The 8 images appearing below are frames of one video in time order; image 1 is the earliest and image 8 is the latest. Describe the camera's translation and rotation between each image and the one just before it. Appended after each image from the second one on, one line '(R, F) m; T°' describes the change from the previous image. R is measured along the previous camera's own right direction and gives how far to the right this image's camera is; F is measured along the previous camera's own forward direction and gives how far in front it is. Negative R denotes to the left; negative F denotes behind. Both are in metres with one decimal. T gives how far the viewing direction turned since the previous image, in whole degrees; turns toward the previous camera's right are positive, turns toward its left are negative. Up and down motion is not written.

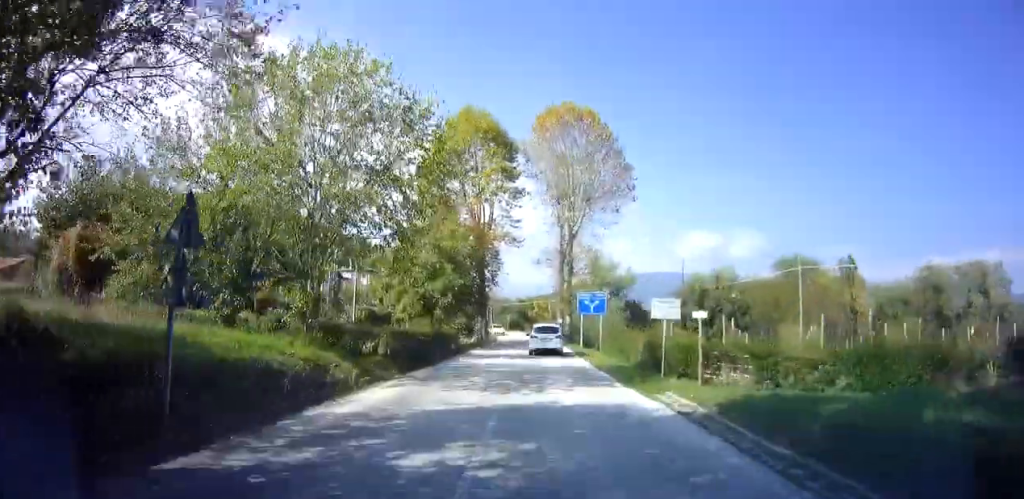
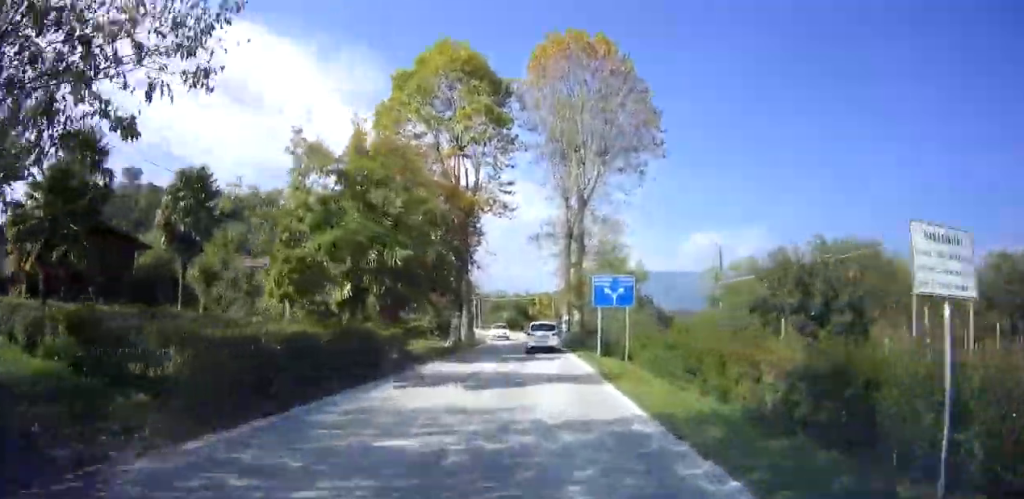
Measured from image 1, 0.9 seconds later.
(-0.2, +11.3) m; -1°
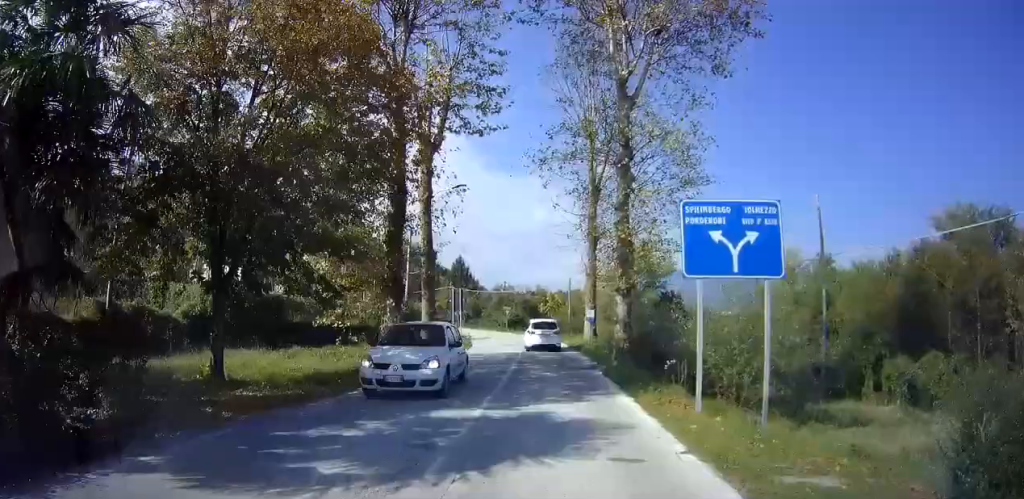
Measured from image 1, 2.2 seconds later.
(-0.2, +15.1) m; -1°
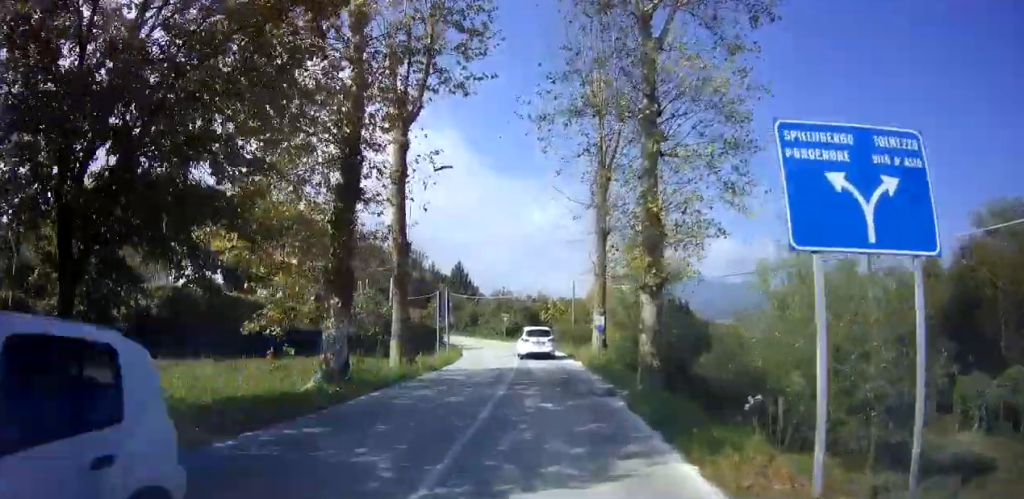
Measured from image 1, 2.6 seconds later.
(0.0, +4.8) m; -1°
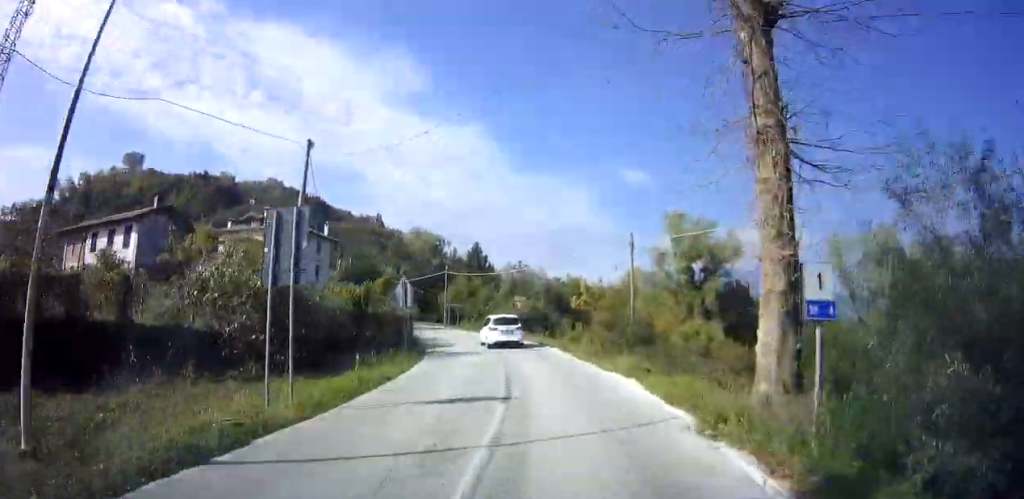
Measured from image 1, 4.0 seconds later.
(-0.6, +17.2) m; -5°
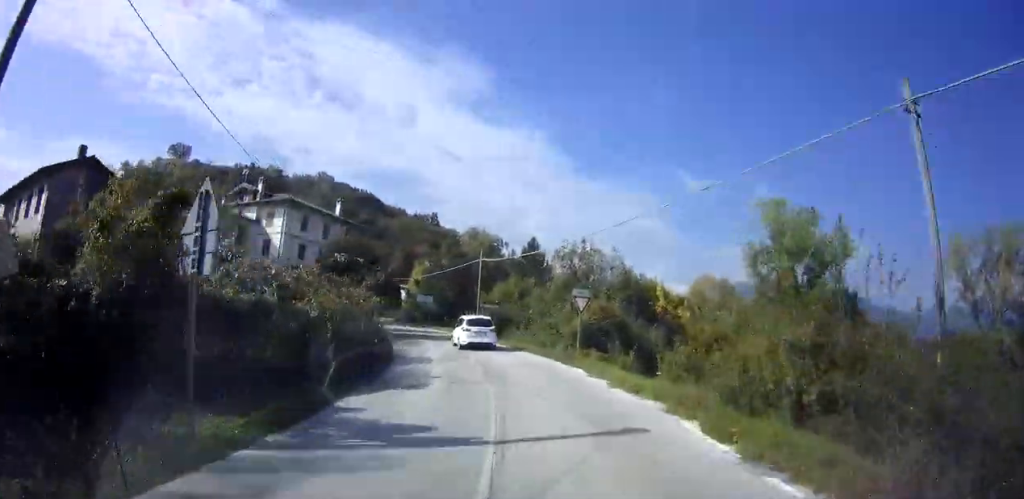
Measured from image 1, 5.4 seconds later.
(-0.6, +15.1) m; -4°
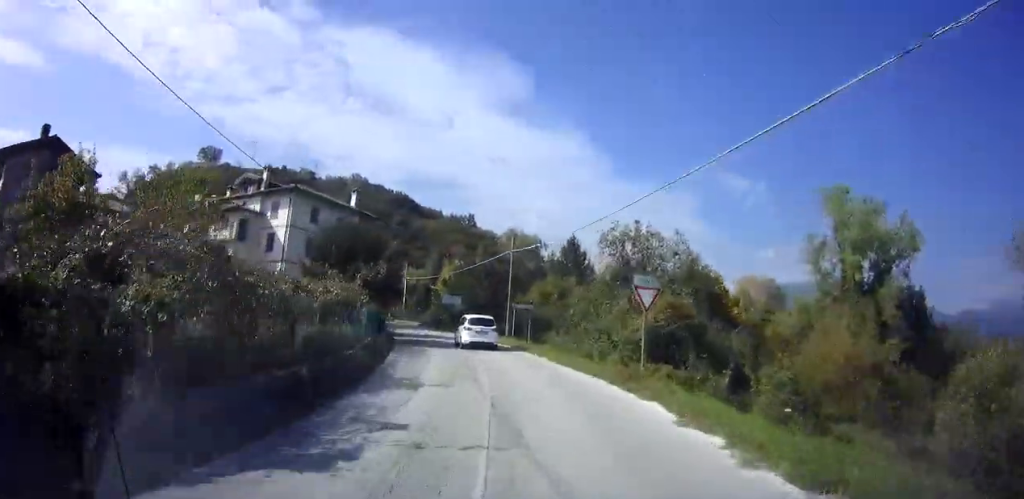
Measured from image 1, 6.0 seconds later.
(+0.2, +6.7) m; -4°
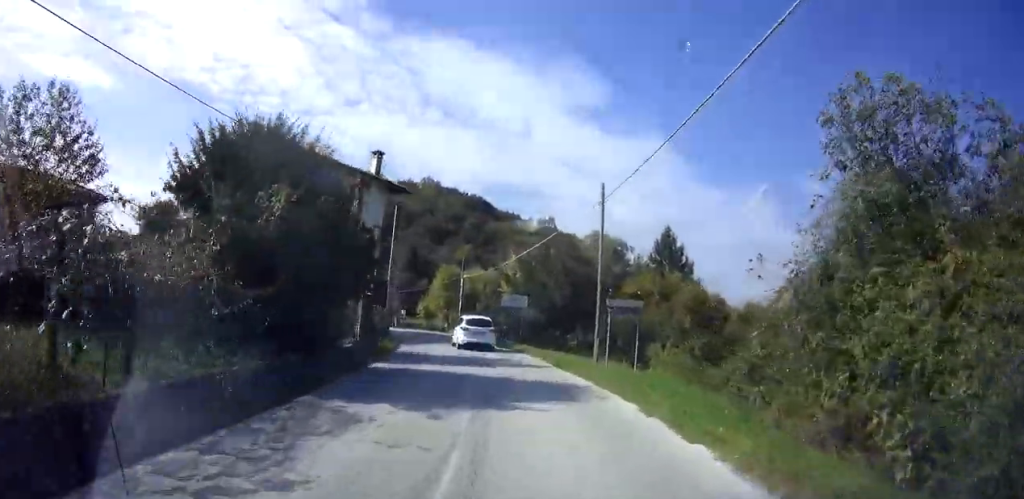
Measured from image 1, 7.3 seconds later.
(-1.6, +14.6) m; -9°
